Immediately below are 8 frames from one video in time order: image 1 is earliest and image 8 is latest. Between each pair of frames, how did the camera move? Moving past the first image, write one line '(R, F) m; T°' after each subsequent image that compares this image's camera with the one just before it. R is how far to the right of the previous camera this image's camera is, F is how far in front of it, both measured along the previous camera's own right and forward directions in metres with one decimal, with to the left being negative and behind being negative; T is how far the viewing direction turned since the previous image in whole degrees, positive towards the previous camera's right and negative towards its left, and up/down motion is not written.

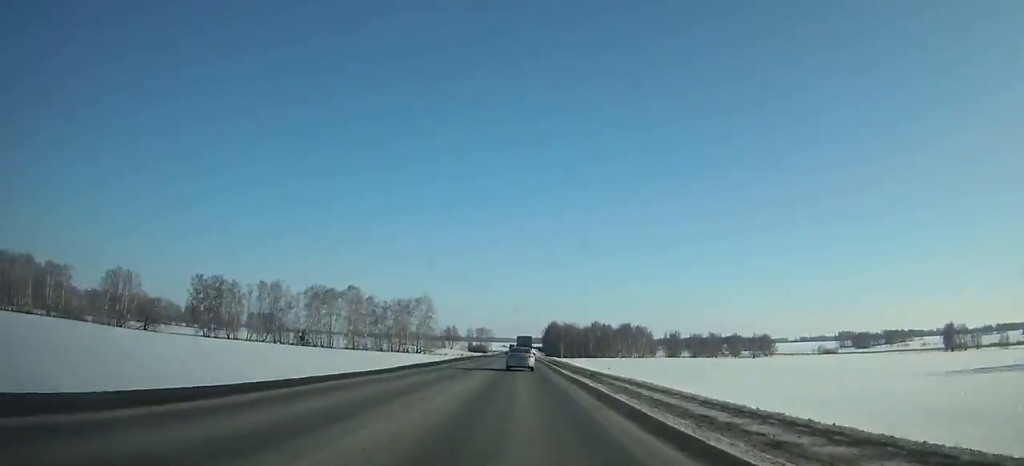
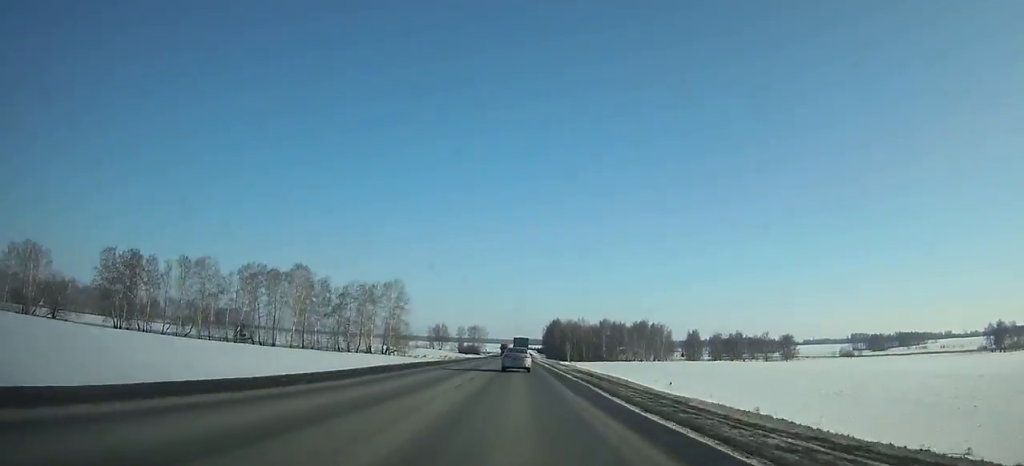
(0.0, +43.5) m; 0°
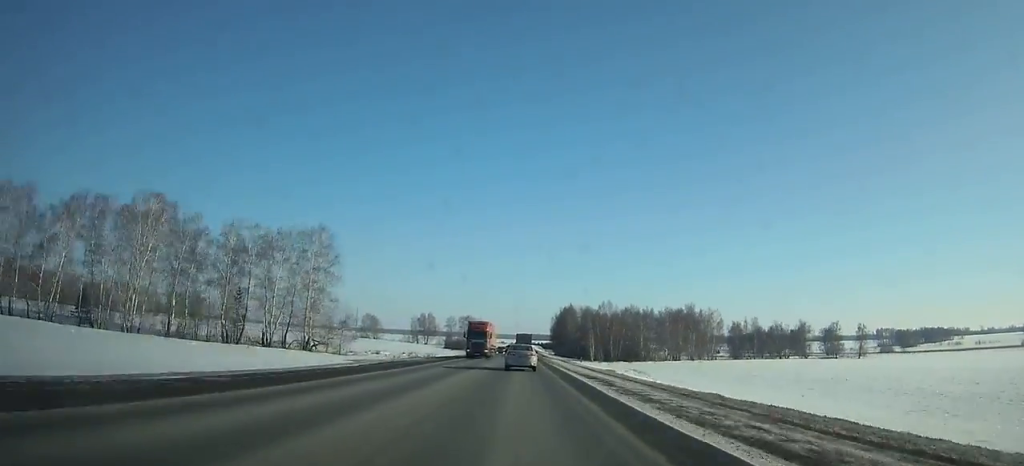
(0.0, +59.3) m; 0°
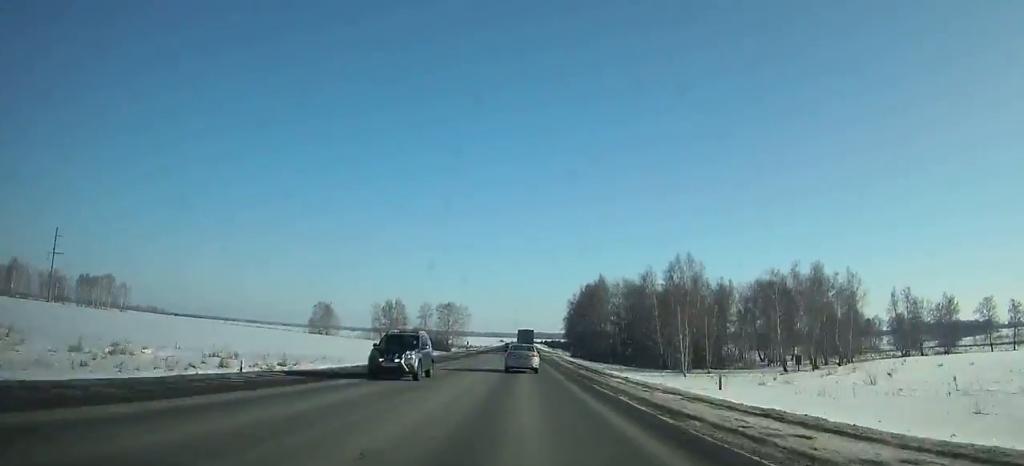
(+0.1, +78.7) m; 0°
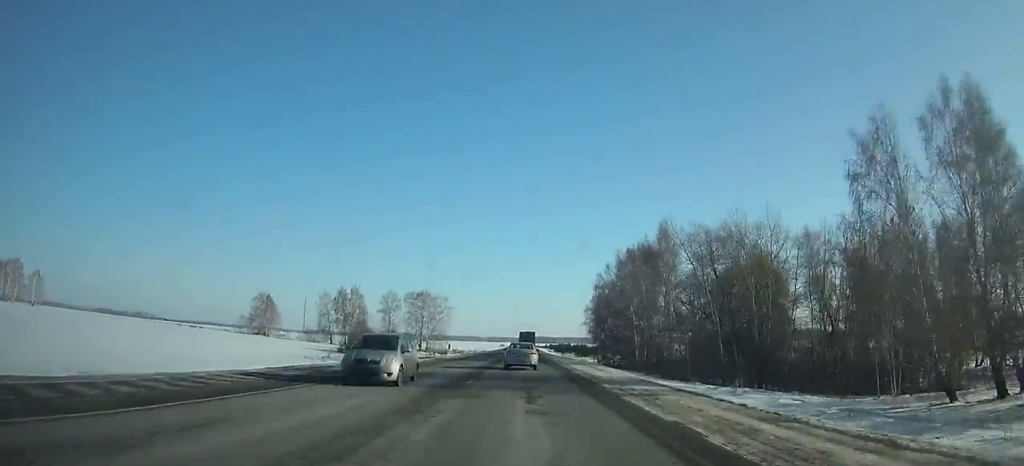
(+0.2, +59.9) m; 0°
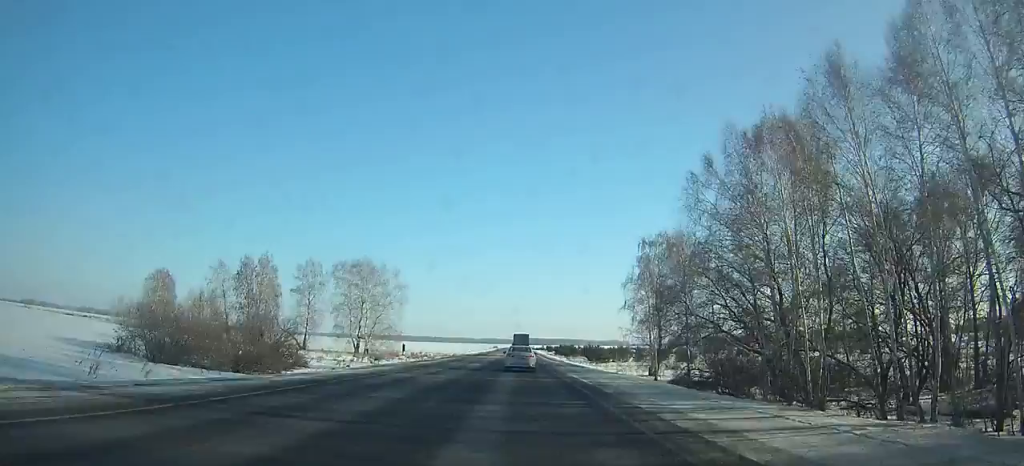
(+0.1, +55.4) m; 0°
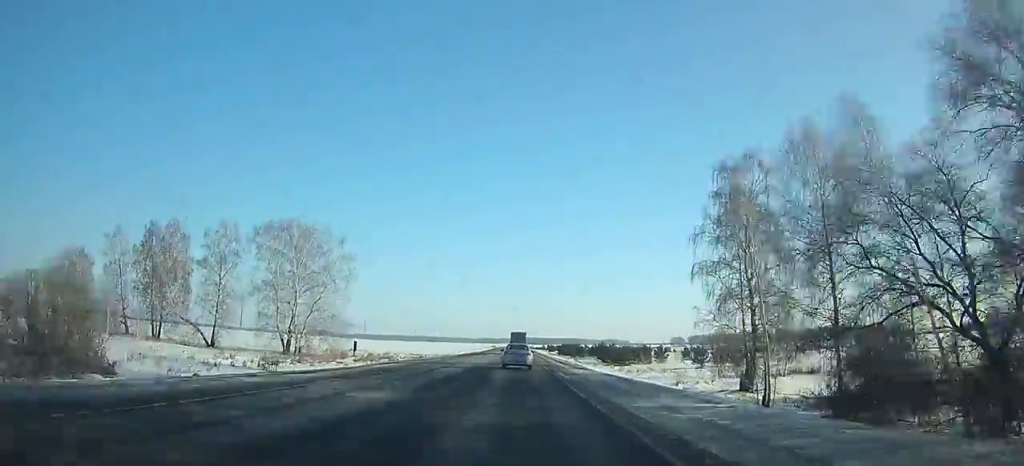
(0.0, +31.3) m; 0°
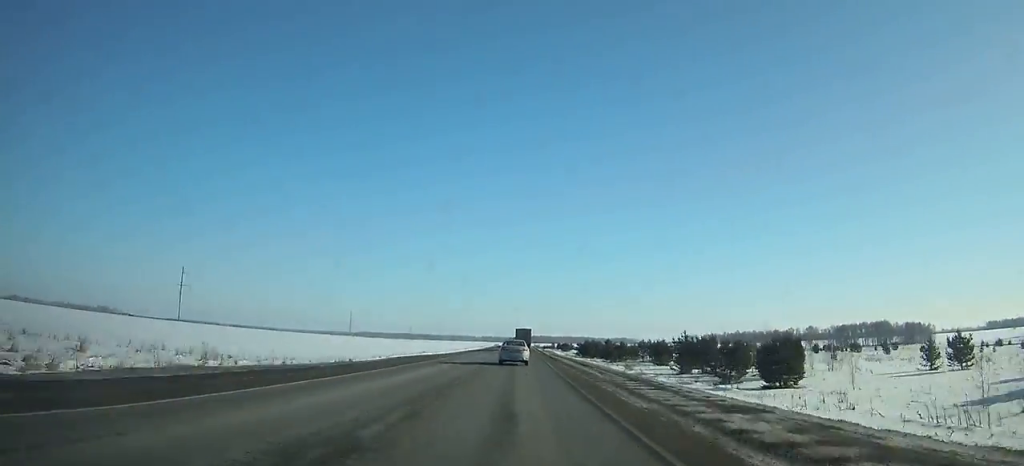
(-0.1, +68.1) m; 0°
